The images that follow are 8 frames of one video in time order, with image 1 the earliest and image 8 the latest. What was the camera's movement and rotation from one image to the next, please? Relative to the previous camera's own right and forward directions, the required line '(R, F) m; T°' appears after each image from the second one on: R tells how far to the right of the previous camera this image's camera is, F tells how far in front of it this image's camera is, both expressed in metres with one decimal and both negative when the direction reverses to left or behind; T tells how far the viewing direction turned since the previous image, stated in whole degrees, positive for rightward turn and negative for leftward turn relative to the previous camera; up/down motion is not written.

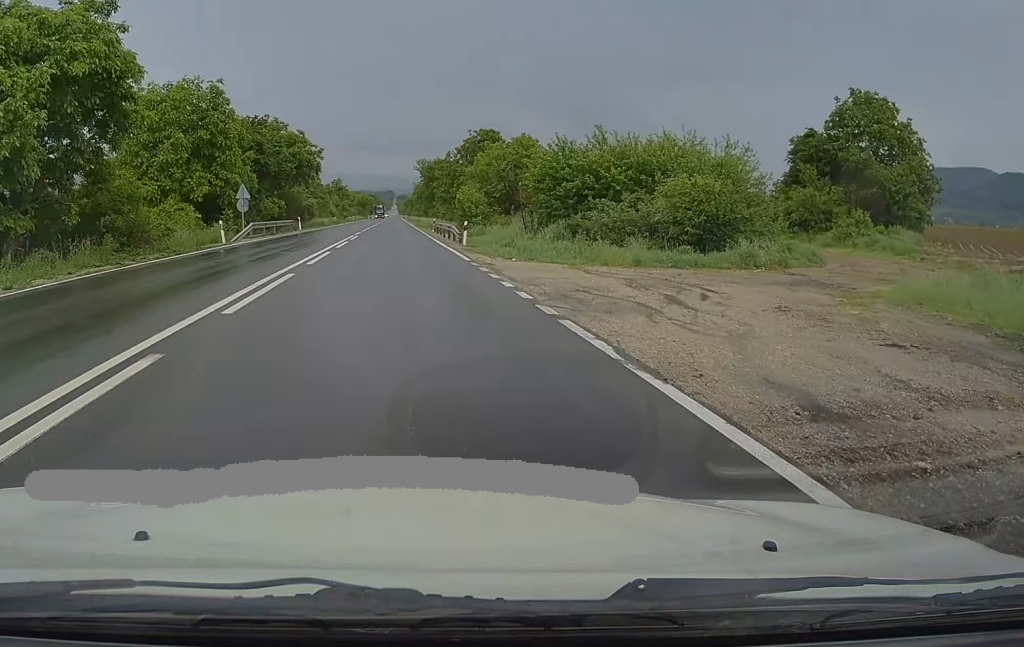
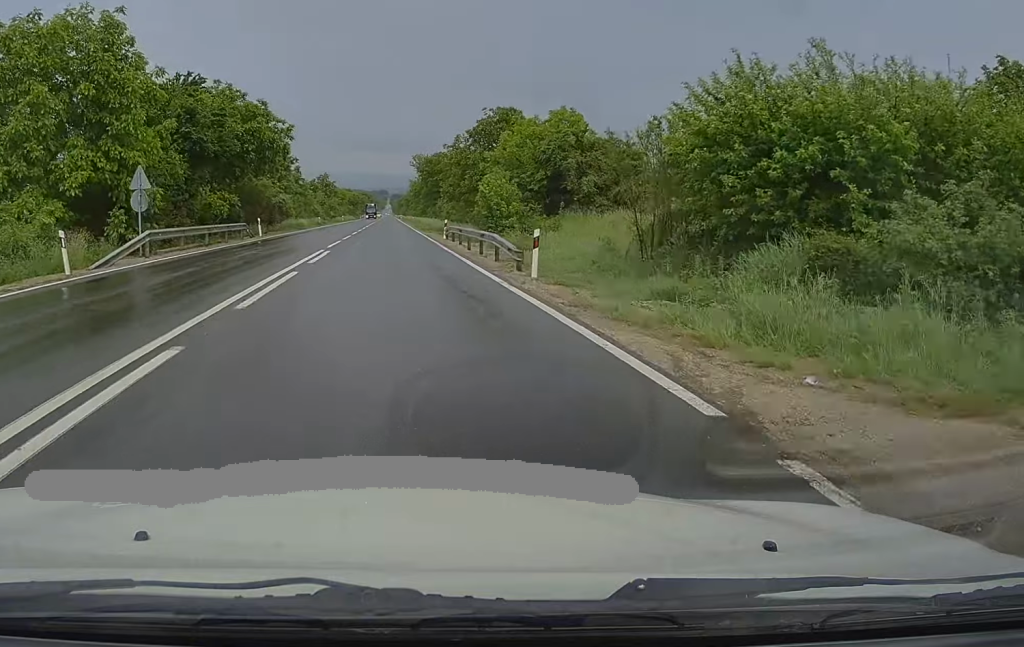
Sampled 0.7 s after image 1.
(-0.2, +17.4) m; 0°
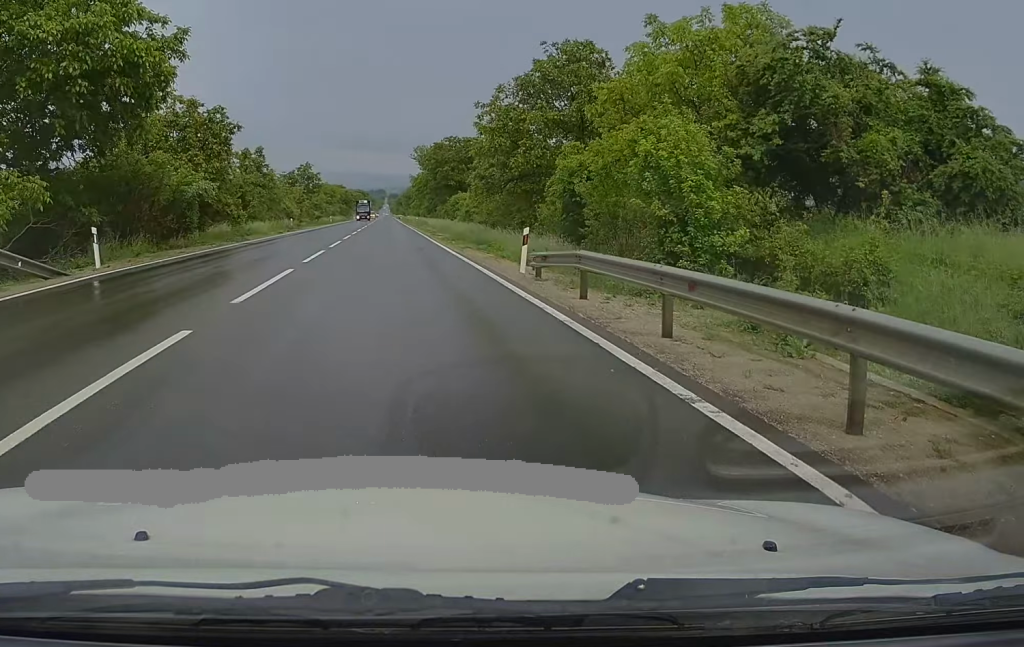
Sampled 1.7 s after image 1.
(+0.4, +26.2) m; +1°
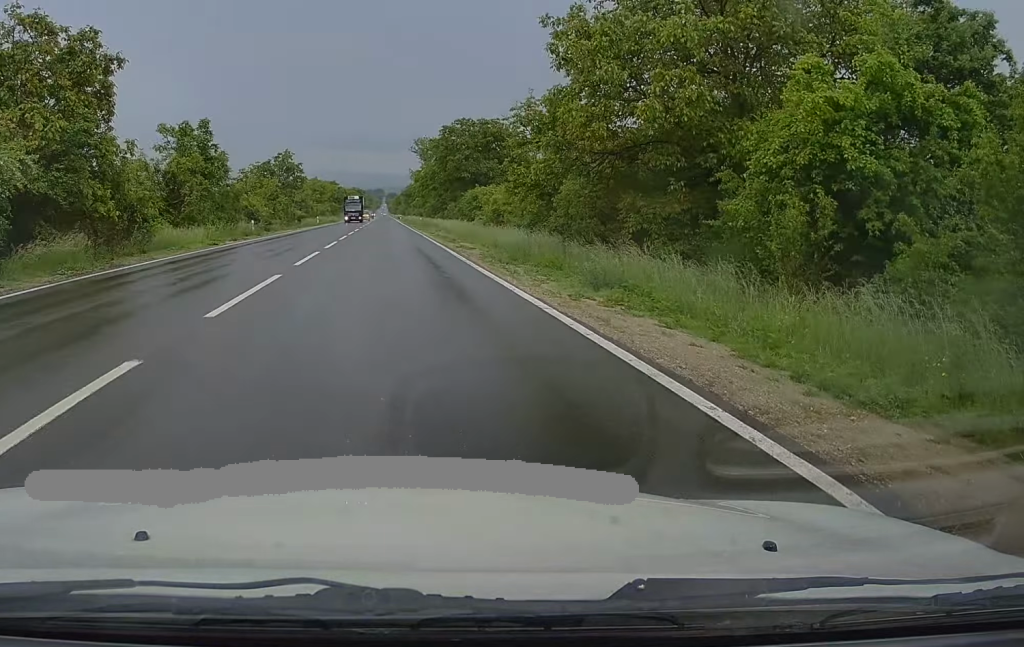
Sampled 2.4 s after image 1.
(0.0, +19.3) m; 0°
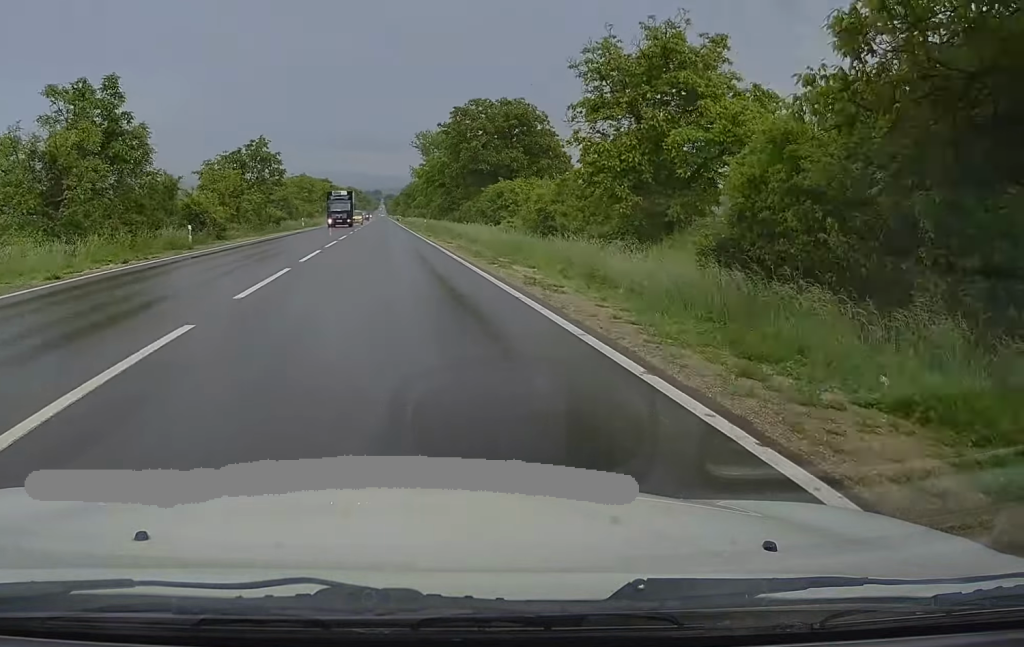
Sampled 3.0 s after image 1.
(0.0, +15.8) m; 0°
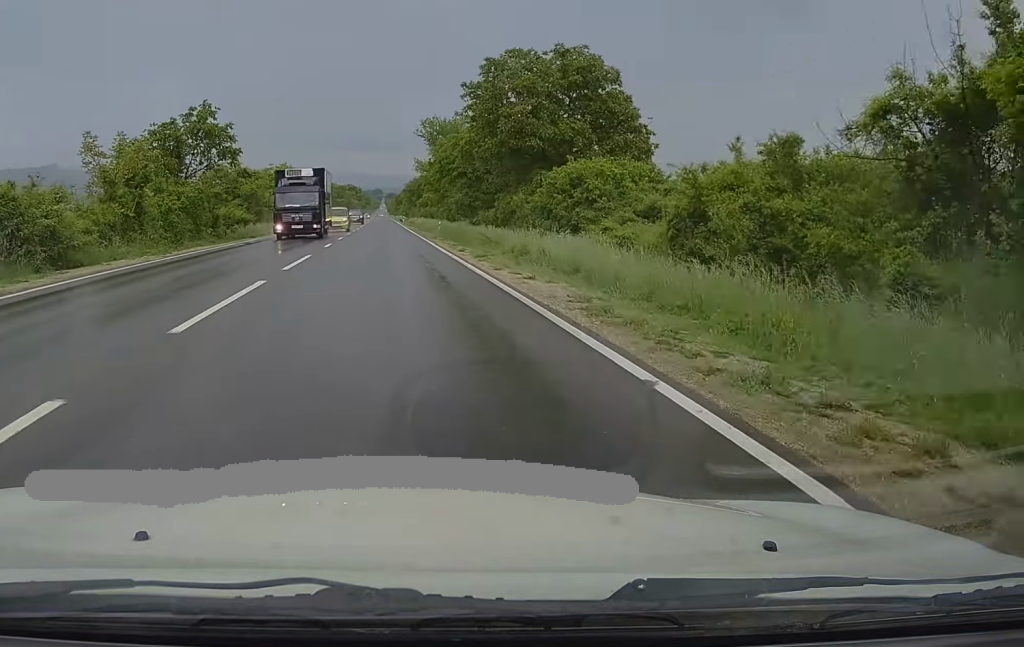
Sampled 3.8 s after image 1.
(0.0, +21.0) m; 0°
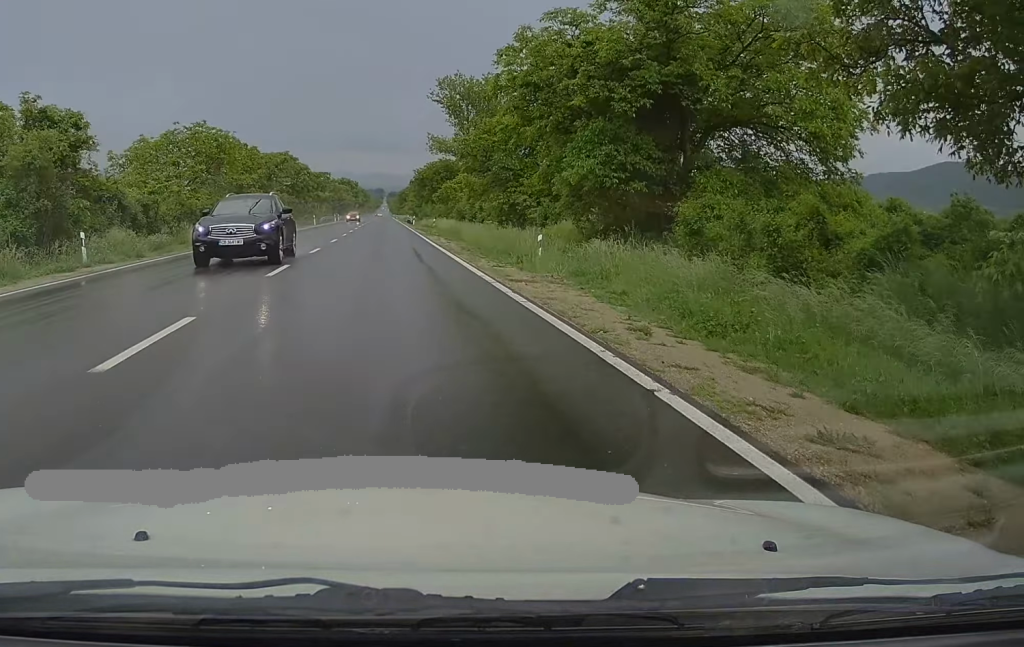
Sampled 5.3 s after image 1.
(-0.1, +40.2) m; 0°
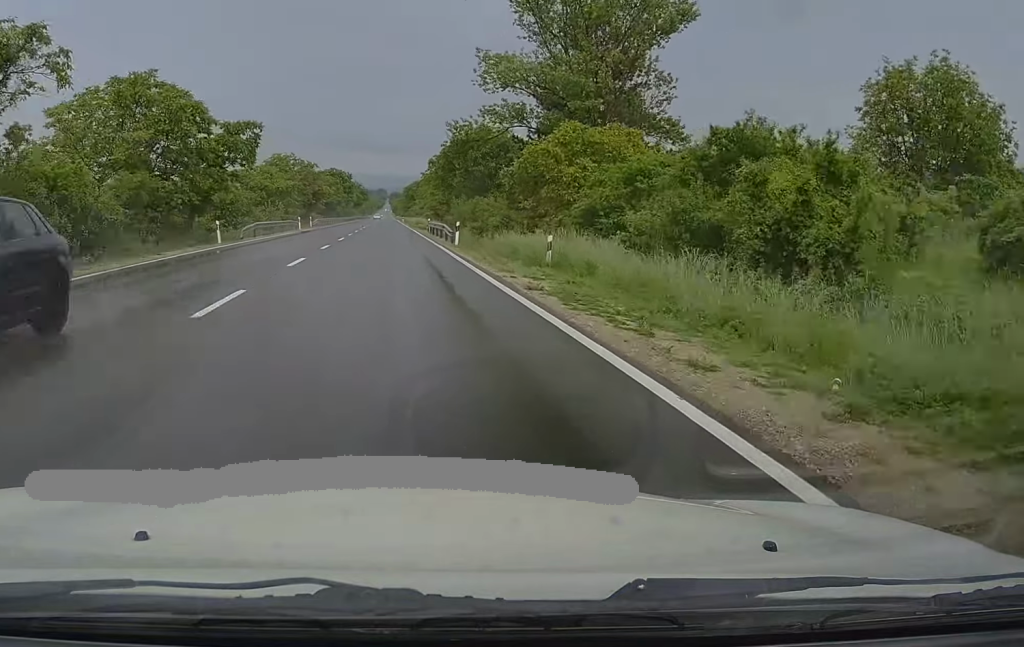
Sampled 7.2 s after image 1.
(+0.1, +50.0) m; 0°
